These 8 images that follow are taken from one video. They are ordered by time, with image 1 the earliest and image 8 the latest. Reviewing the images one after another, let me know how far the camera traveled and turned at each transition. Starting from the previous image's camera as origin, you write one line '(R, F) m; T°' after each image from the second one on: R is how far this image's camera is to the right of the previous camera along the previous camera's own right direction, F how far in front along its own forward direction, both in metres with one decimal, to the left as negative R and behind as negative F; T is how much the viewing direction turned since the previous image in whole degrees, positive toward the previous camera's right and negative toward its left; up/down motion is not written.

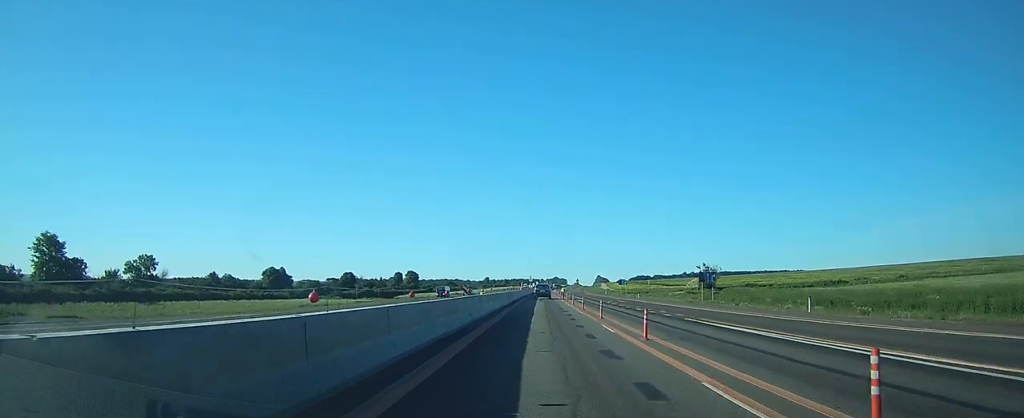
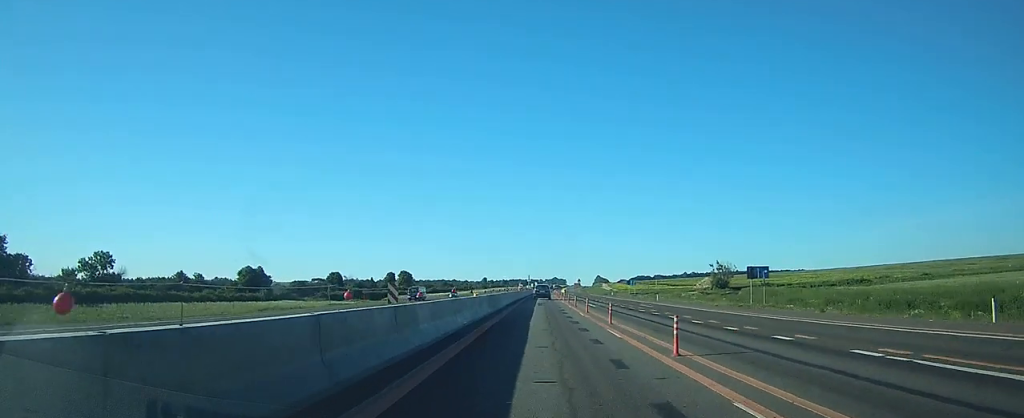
(0.0, +13.5) m; 0°
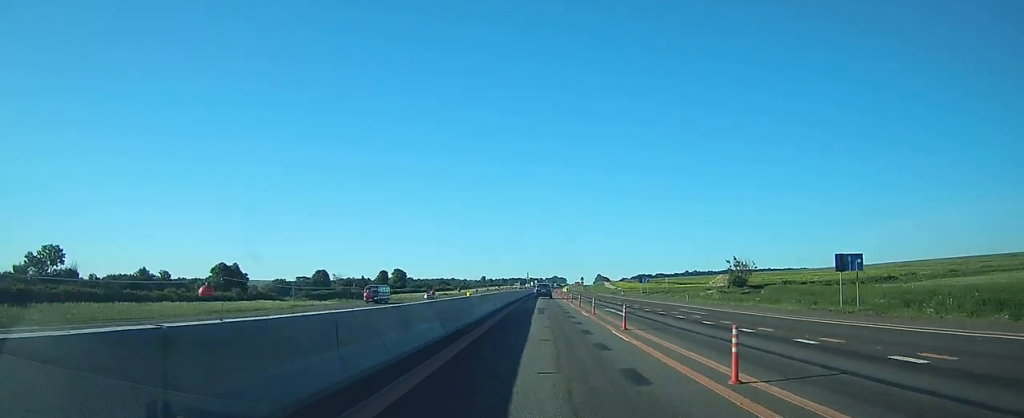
(0.0, +13.5) m; 0°
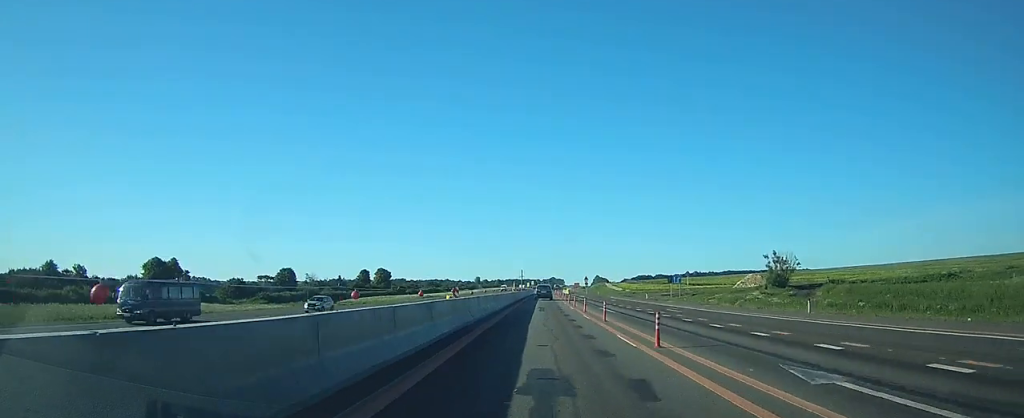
(+0.1, +25.5) m; 0°
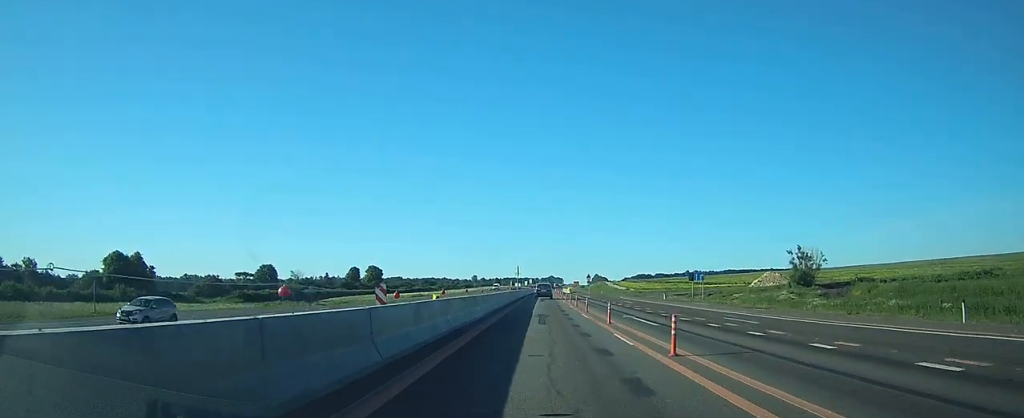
(0.0, +11.9) m; 0°
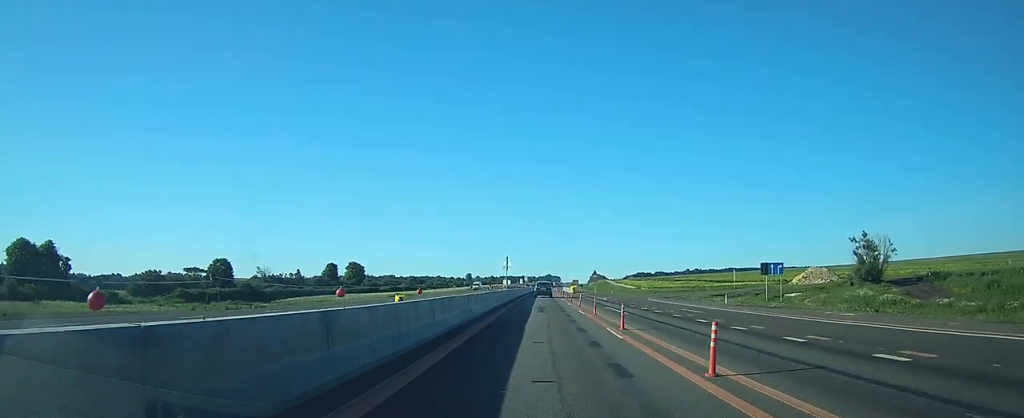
(0.0, +22.9) m; 0°
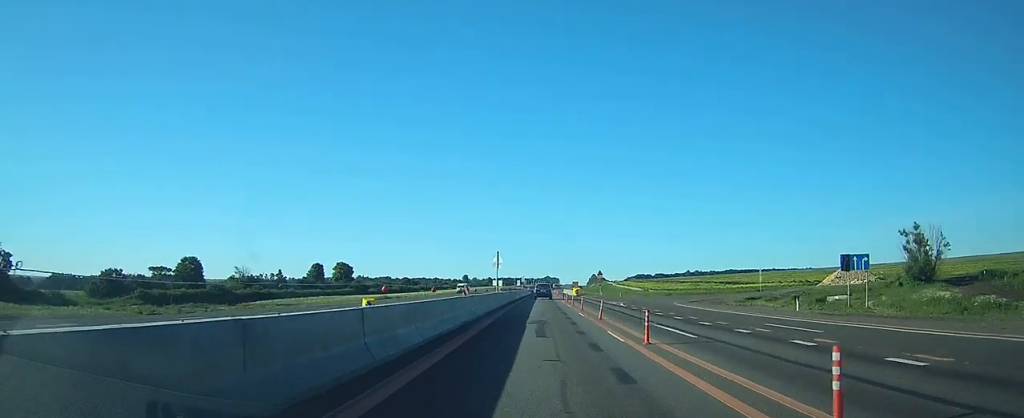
(0.0, +12.5) m; 0°
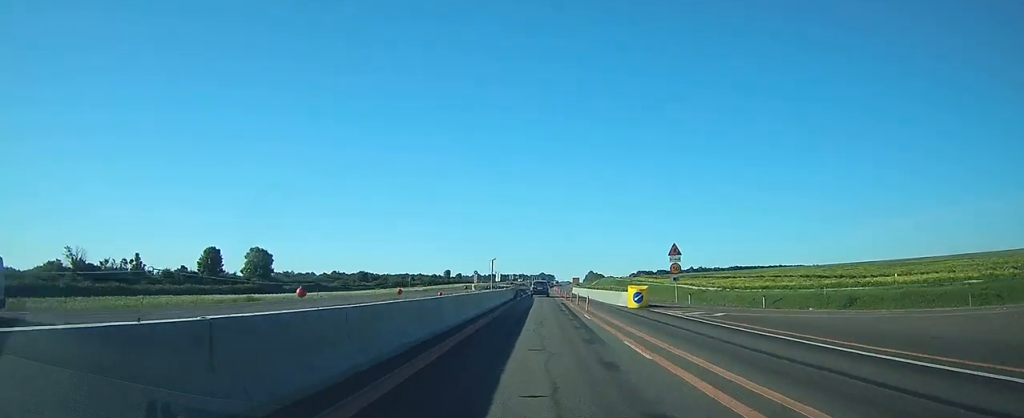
(+0.5, +63.4) m; +1°
